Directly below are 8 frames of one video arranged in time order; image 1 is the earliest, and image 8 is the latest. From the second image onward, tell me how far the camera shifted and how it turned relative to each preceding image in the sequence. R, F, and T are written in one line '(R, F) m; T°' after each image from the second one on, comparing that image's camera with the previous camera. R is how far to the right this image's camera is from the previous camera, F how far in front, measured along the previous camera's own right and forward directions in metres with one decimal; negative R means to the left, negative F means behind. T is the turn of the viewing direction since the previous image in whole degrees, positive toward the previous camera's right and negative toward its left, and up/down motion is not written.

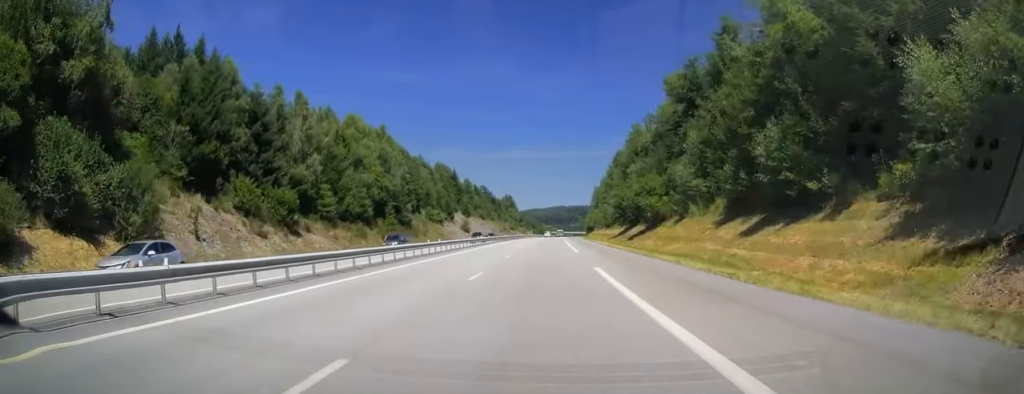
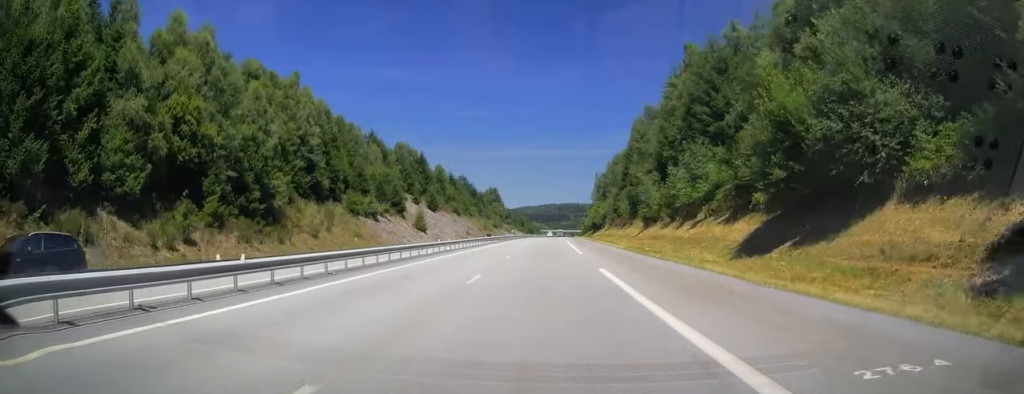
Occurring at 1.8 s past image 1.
(+0.4, +53.2) m; +1°
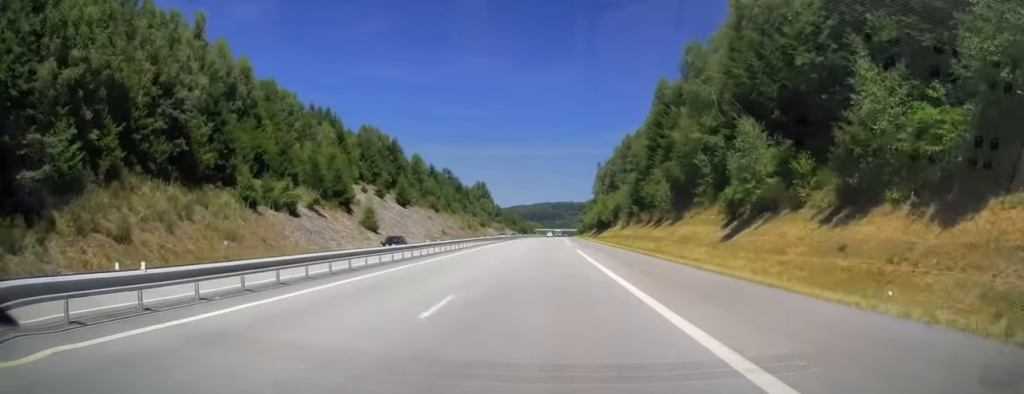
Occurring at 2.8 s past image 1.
(+0.1, +31.8) m; 0°
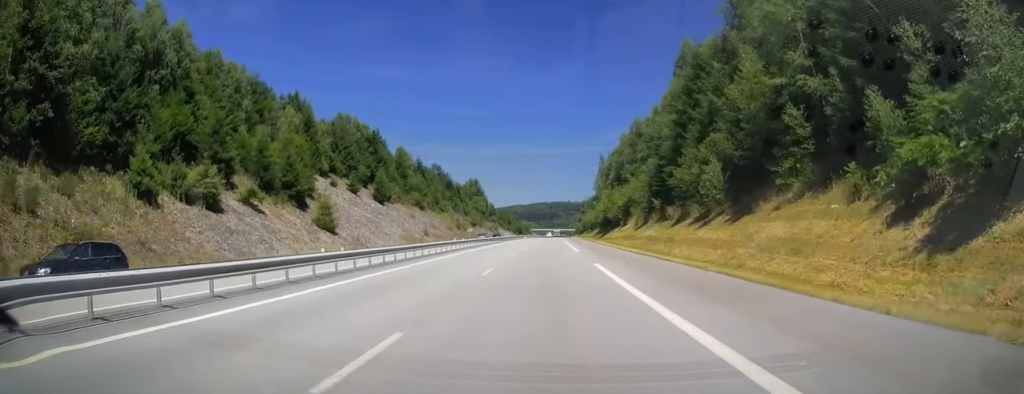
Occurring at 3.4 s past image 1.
(0.0, +17.4) m; 0°
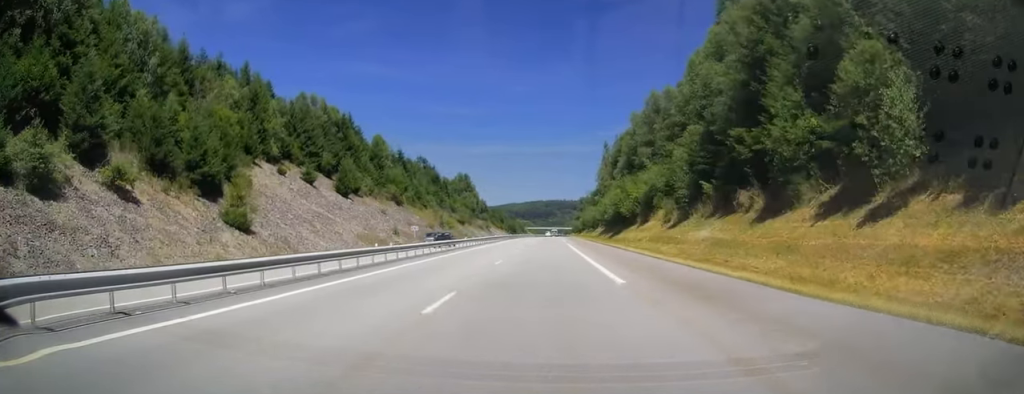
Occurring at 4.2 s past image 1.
(+0.1, +21.3) m; 0°
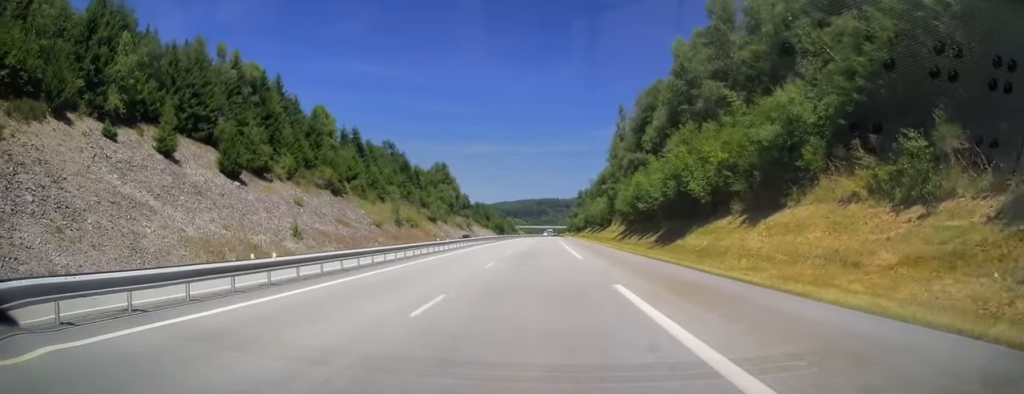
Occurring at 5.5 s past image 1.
(+0.1, +39.2) m; 0°
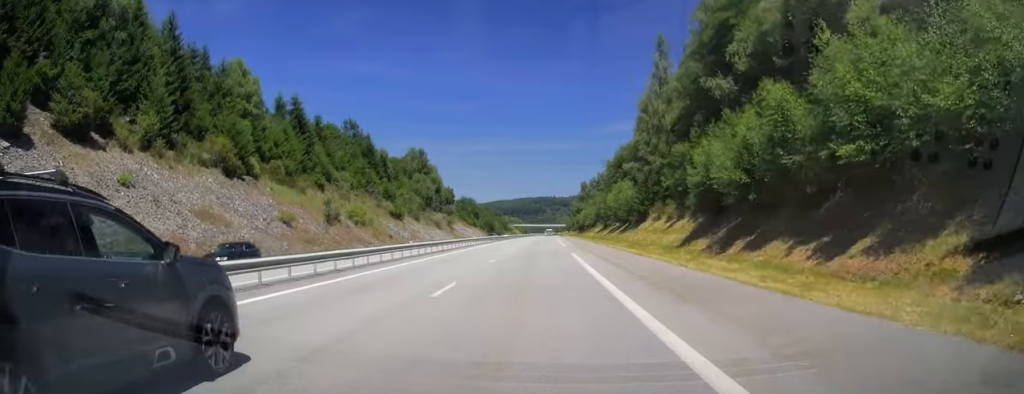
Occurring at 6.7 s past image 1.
(+0.3, +36.2) m; 0°
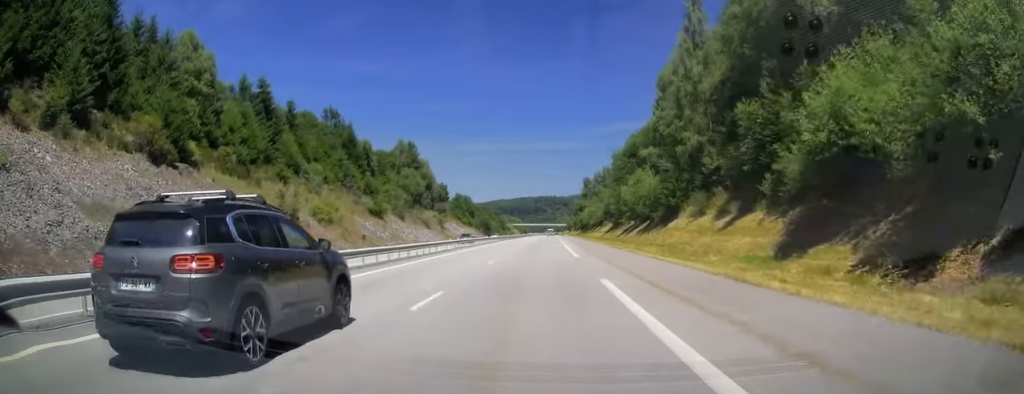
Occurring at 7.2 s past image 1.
(-0.1, +14.9) m; 0°
